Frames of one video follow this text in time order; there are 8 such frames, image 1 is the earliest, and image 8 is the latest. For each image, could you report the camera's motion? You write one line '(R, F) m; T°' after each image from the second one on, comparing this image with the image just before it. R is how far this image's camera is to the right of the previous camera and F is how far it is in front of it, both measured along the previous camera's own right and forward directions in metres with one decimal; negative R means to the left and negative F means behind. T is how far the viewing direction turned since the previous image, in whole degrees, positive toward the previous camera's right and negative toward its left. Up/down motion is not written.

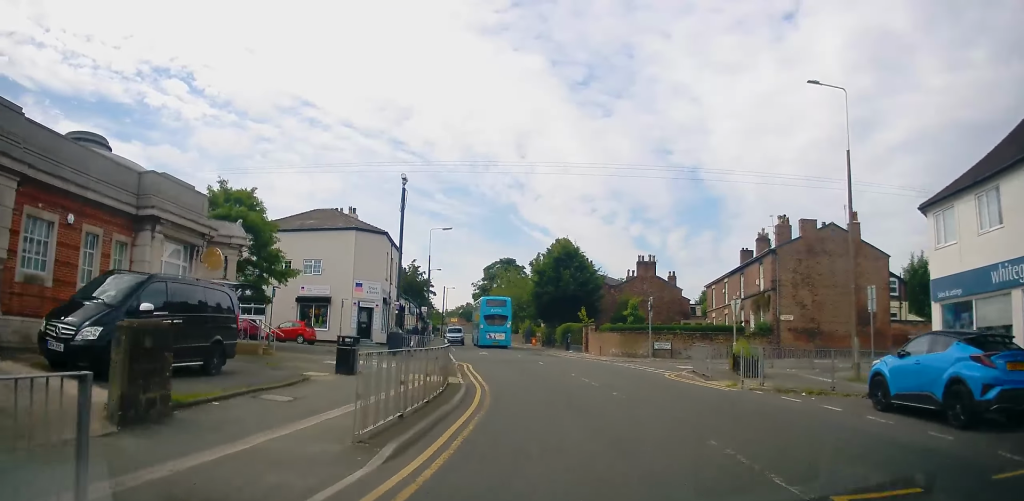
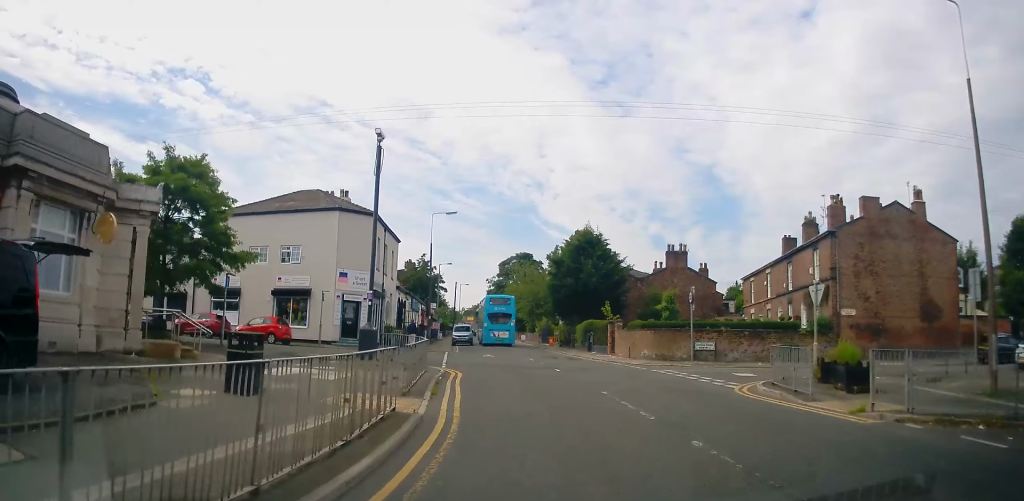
(-0.1, +6.4) m; -1°
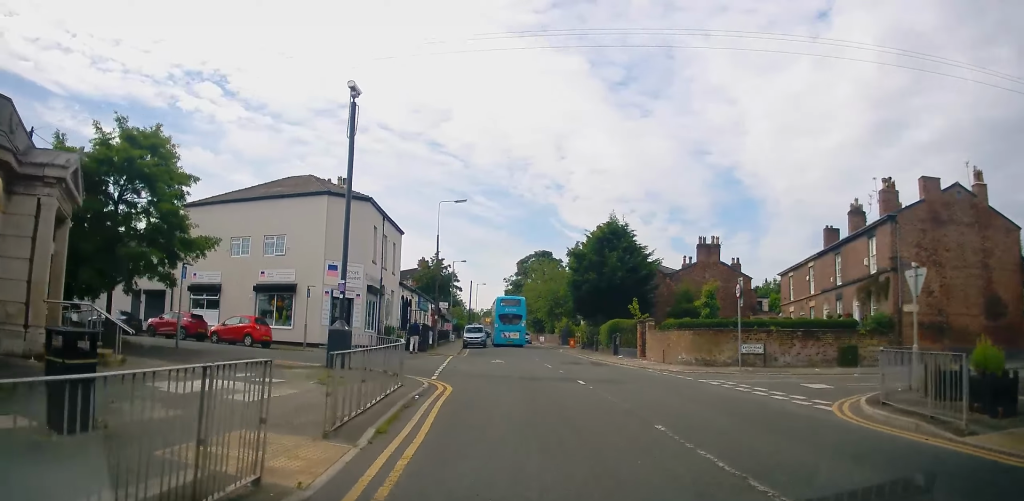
(0.0, +4.8) m; -2°
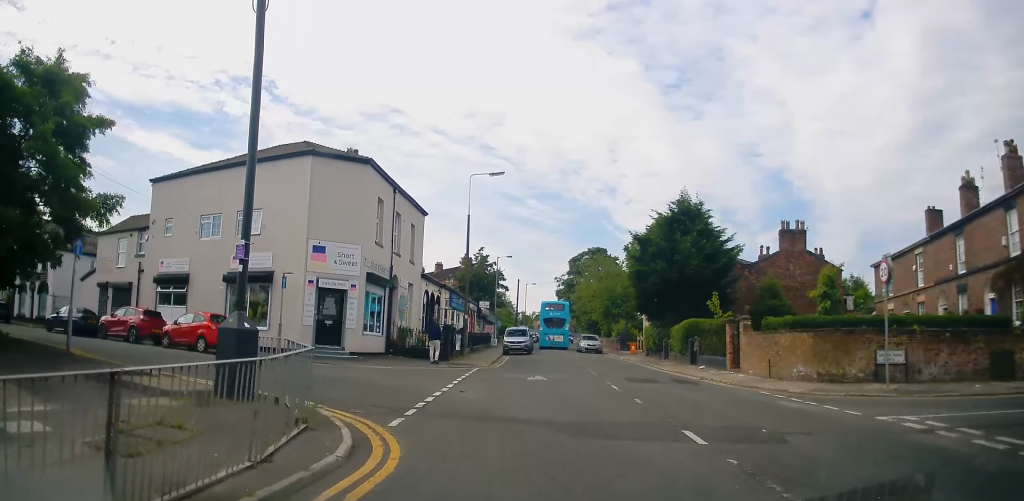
(-0.5, +8.2) m; -7°
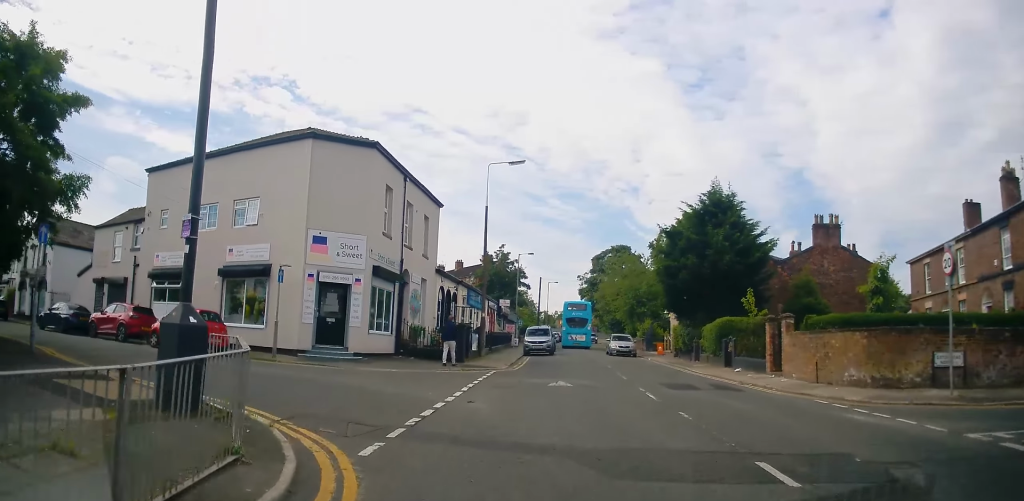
(0.0, +2.1) m; -3°
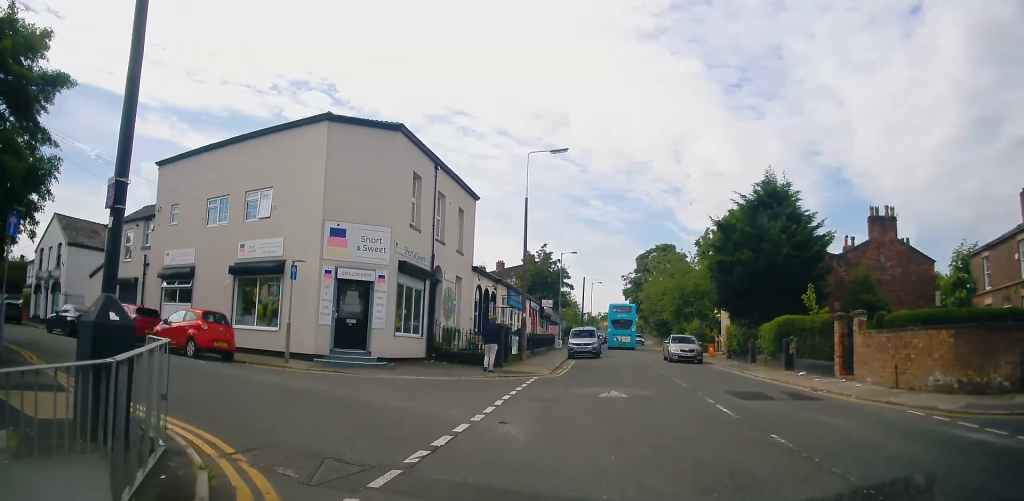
(0.0, +2.4) m; -4°
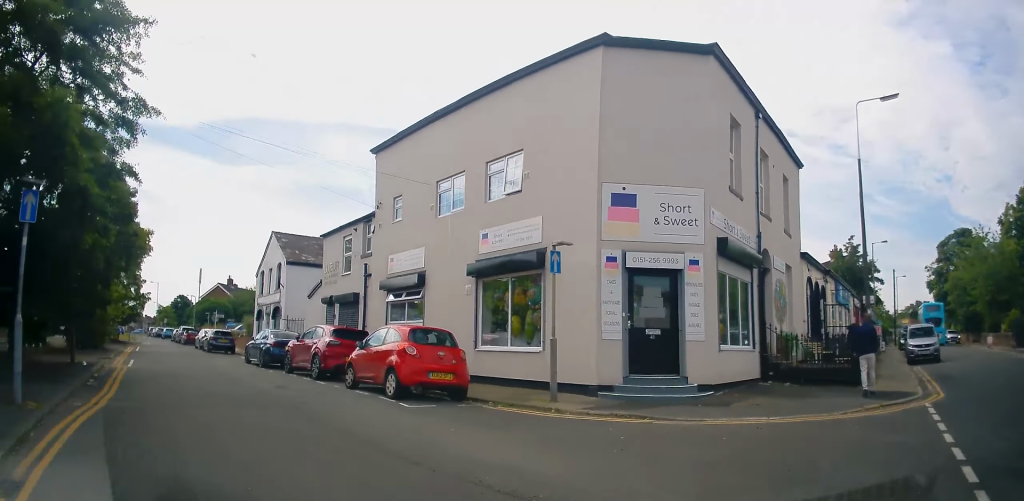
(-1.3, +7.1) m; -26°
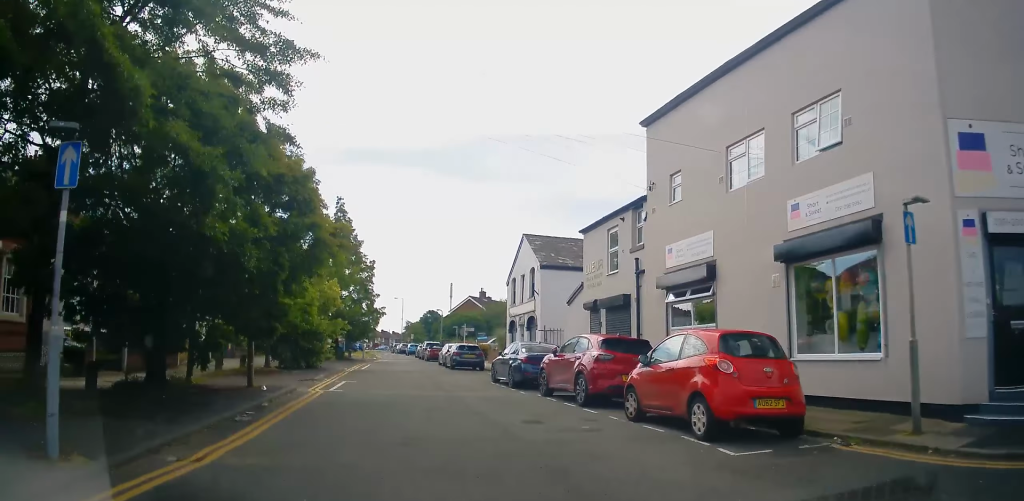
(-0.8, +4.2) m; -26°
